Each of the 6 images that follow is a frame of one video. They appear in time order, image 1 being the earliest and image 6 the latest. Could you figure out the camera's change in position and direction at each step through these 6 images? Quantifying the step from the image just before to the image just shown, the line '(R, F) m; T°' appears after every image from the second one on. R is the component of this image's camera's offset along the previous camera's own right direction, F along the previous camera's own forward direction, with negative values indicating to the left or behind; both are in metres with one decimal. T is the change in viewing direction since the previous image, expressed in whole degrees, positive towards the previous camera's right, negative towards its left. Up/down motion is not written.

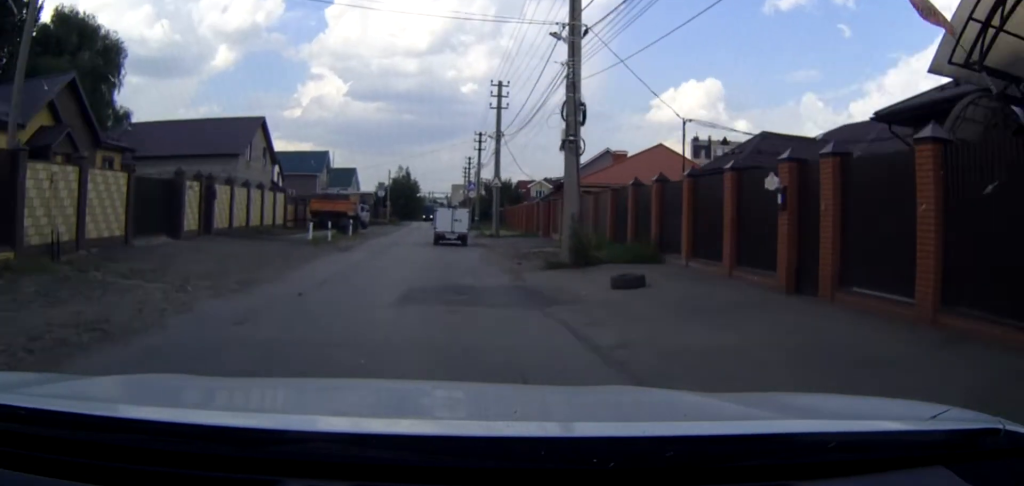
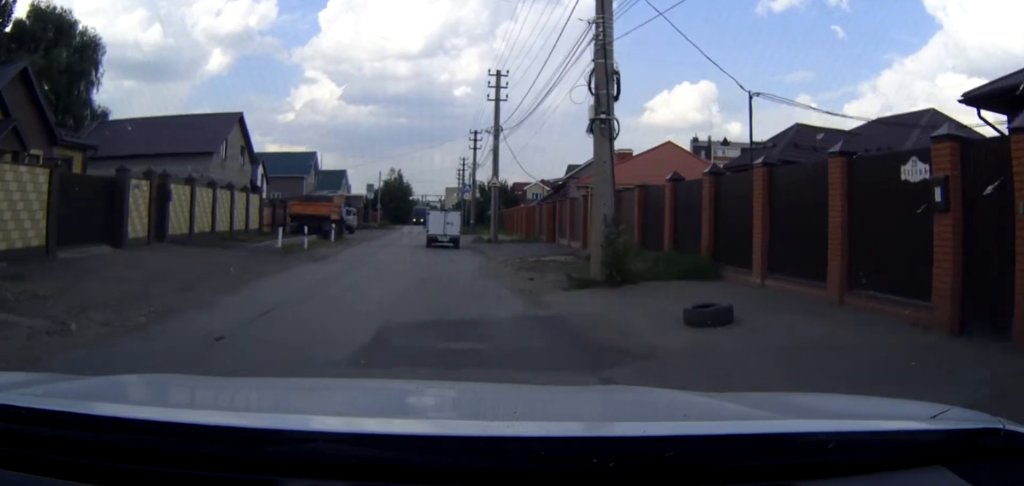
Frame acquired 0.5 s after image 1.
(0.0, +4.6) m; +1°
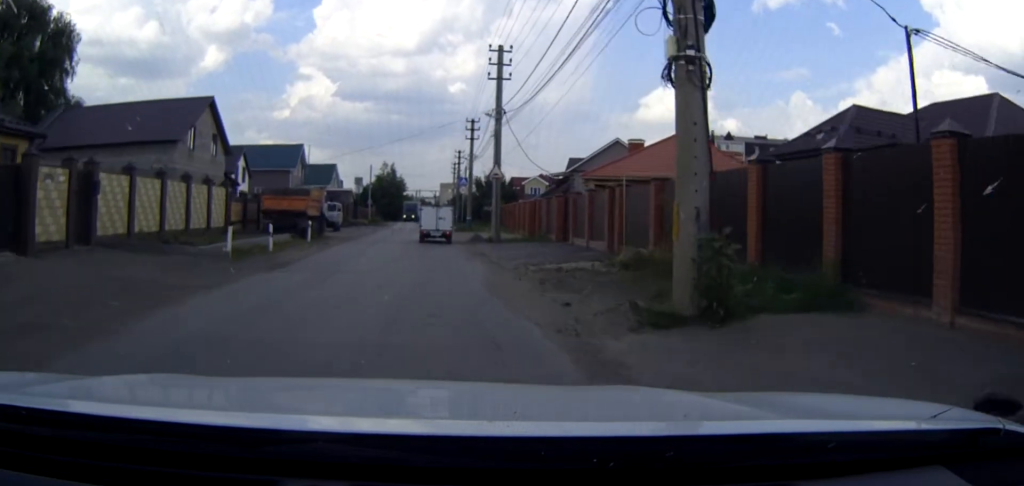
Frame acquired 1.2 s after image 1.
(+0.1, +5.7) m; 0°
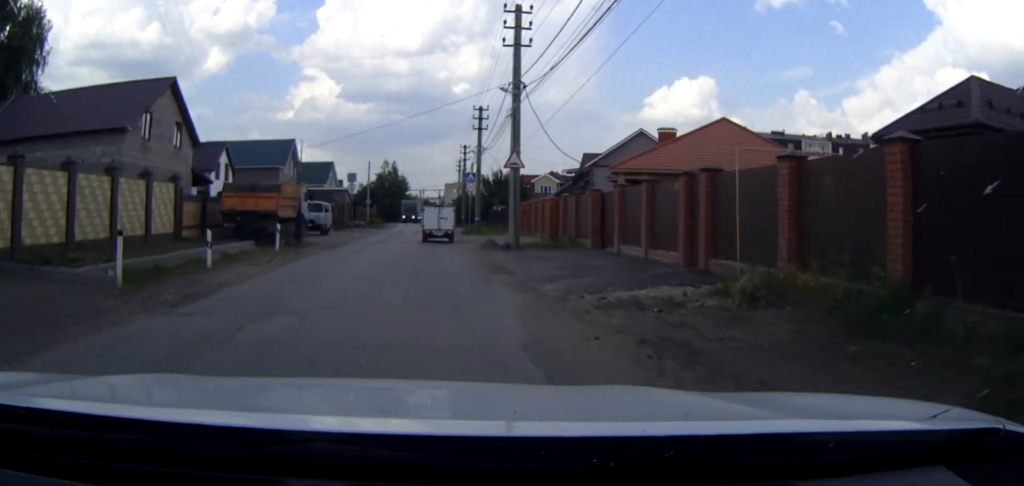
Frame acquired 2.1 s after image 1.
(0.0, +7.8) m; 0°
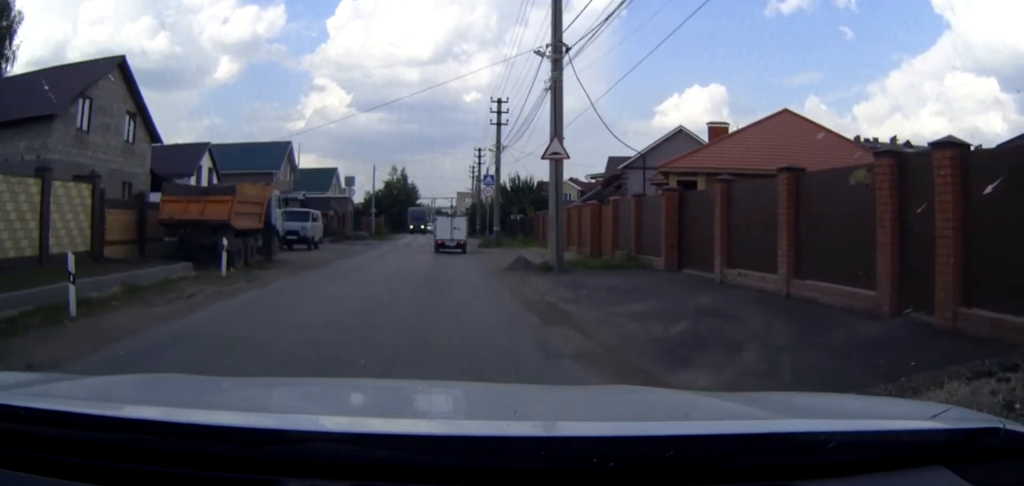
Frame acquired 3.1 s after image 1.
(0.0, +8.1) m; 0°
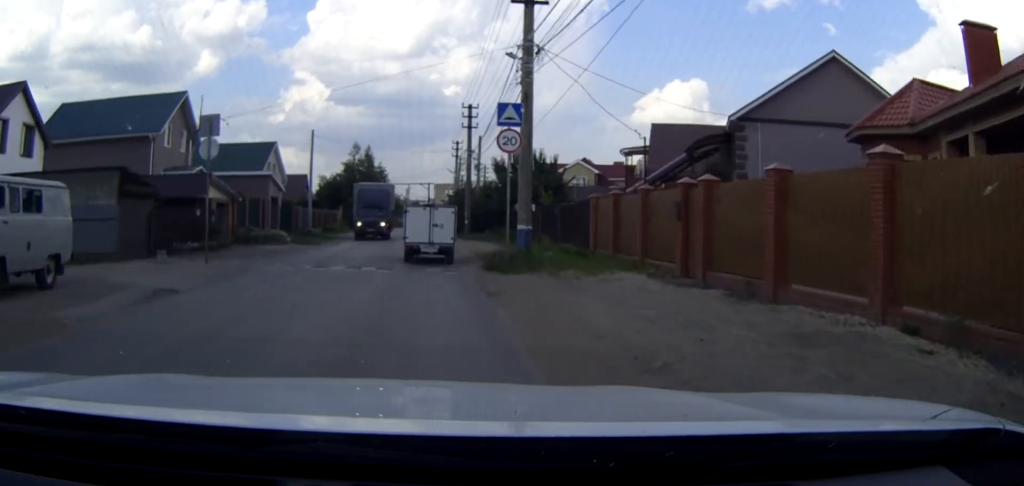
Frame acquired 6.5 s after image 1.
(+0.3, +26.2) m; +1°
